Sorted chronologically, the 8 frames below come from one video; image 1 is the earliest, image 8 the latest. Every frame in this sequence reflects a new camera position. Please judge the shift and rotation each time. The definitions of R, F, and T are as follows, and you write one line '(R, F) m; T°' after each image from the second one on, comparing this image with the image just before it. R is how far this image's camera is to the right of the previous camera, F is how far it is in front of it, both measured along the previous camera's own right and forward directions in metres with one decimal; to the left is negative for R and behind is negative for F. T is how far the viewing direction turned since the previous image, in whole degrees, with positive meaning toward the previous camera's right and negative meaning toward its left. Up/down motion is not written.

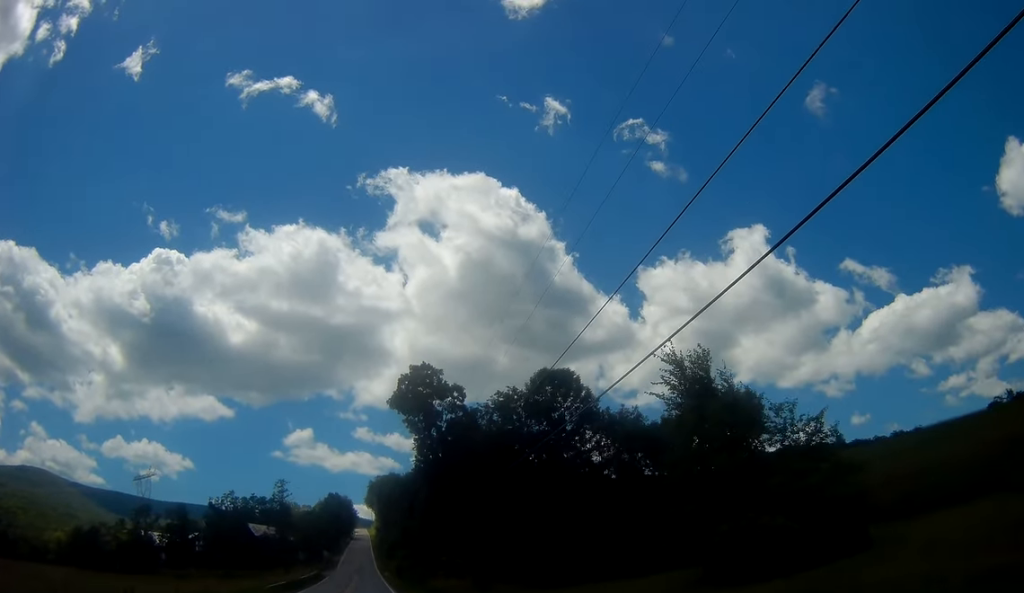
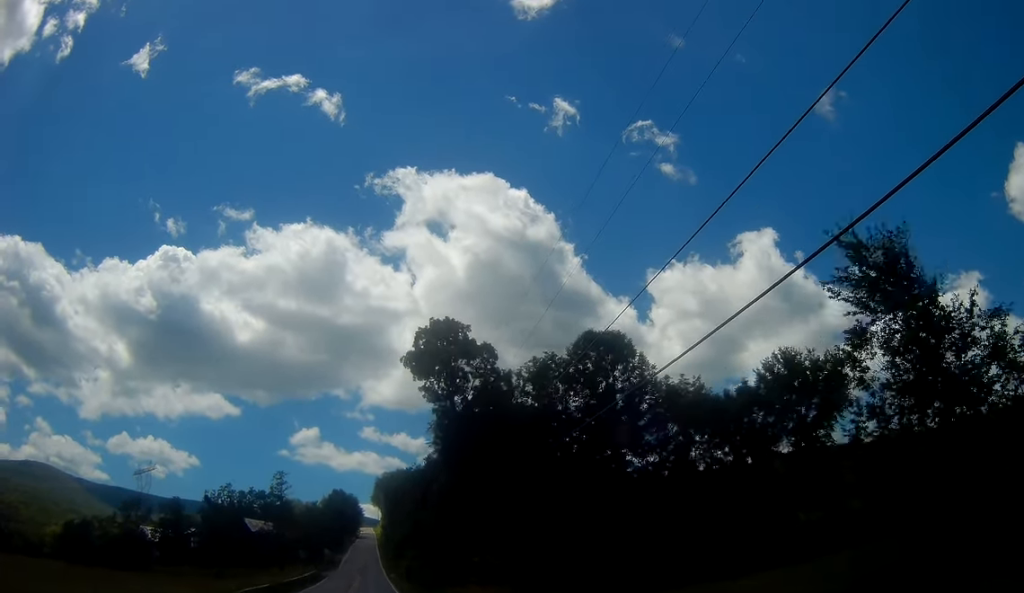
(-0.1, +9.7) m; 0°
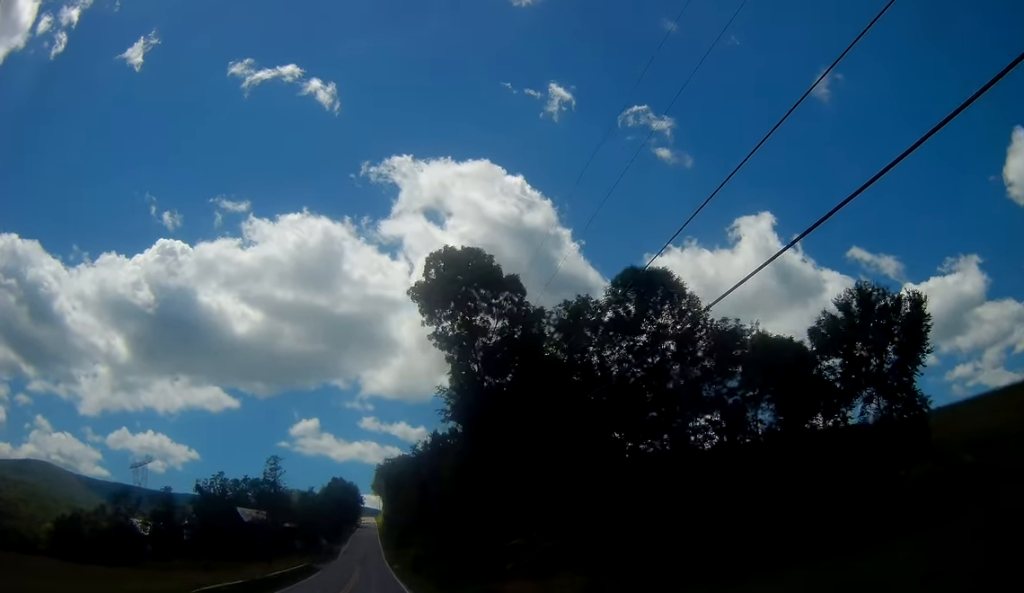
(-0.2, +8.0) m; 0°
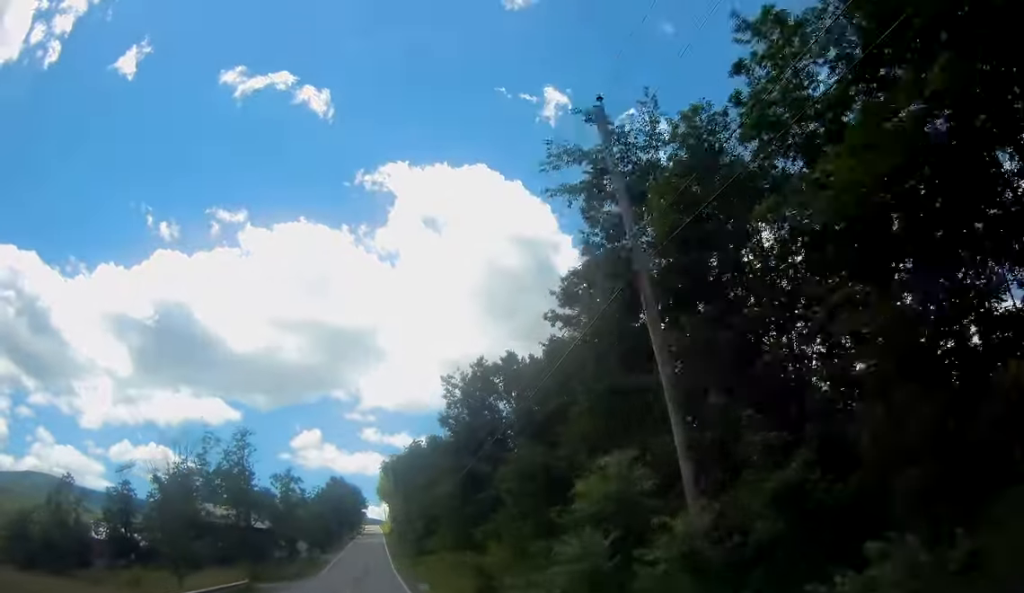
(+0.4, +30.1) m; 0°
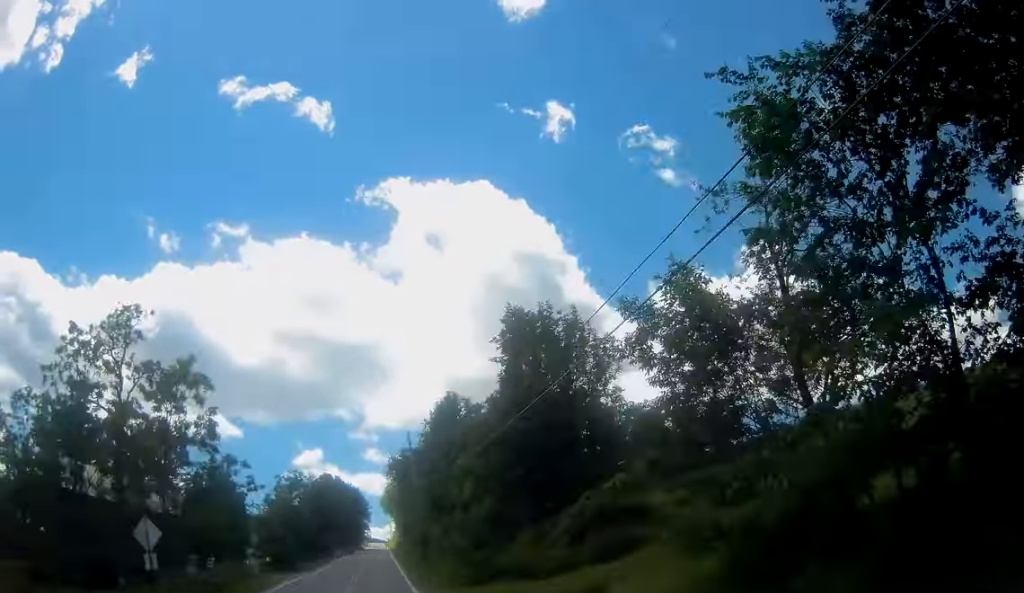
(-0.3, +41.3) m; -1°
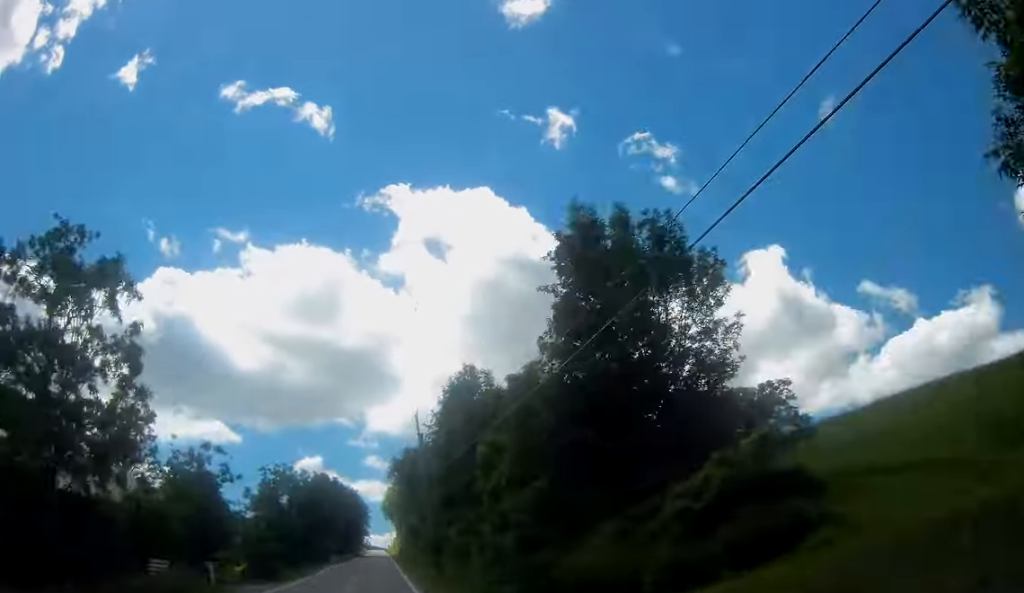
(0.0, +10.3) m; 0°
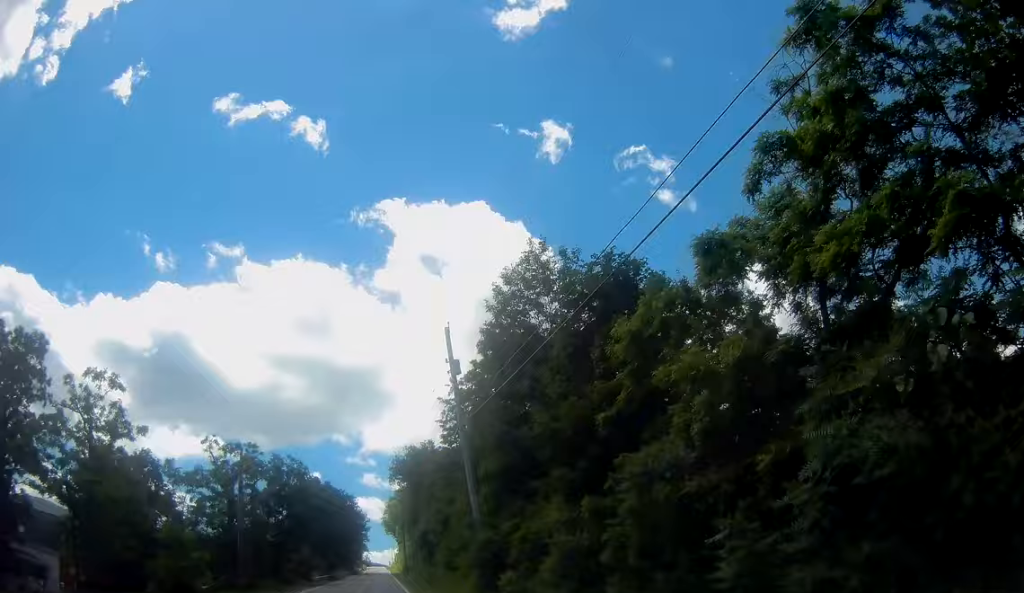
(-0.2, +20.8) m; 0°
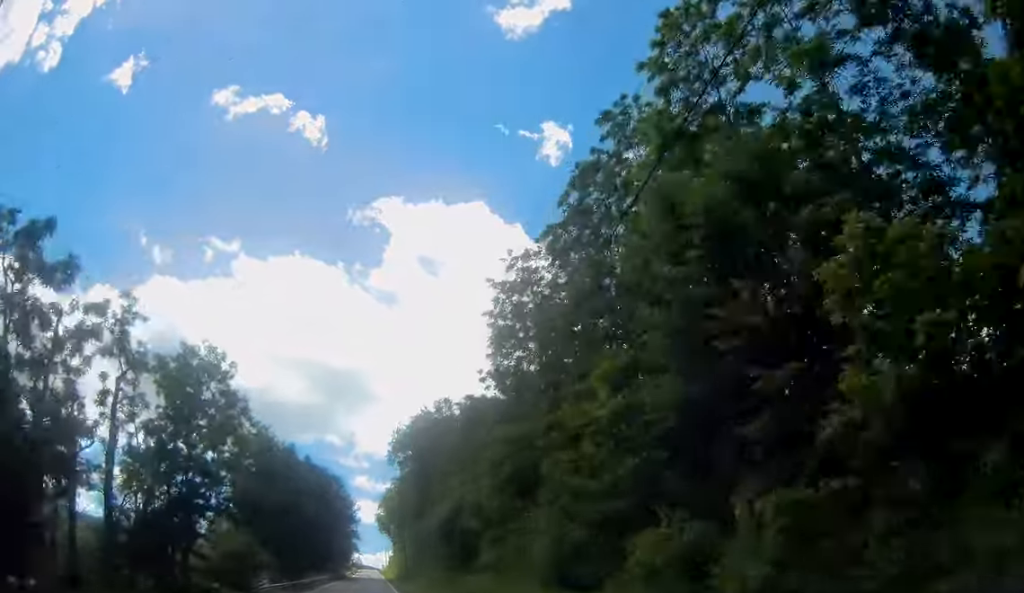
(+0.7, +26.6) m; +2°
